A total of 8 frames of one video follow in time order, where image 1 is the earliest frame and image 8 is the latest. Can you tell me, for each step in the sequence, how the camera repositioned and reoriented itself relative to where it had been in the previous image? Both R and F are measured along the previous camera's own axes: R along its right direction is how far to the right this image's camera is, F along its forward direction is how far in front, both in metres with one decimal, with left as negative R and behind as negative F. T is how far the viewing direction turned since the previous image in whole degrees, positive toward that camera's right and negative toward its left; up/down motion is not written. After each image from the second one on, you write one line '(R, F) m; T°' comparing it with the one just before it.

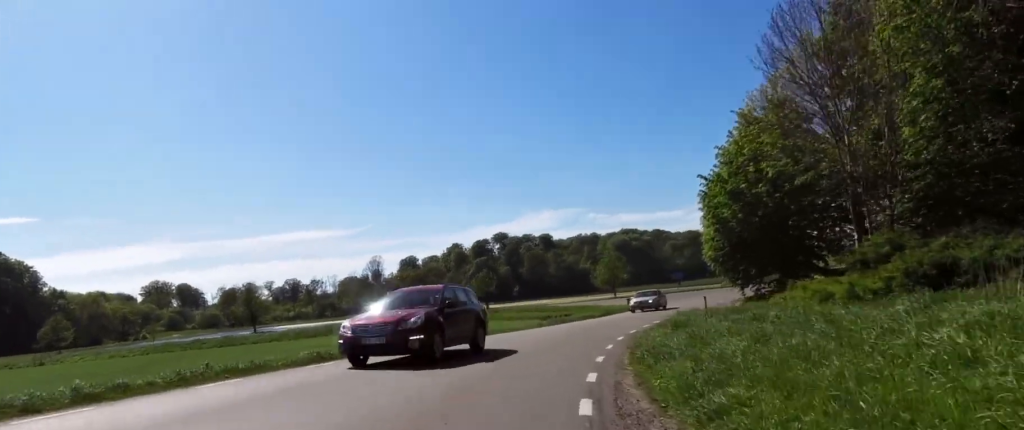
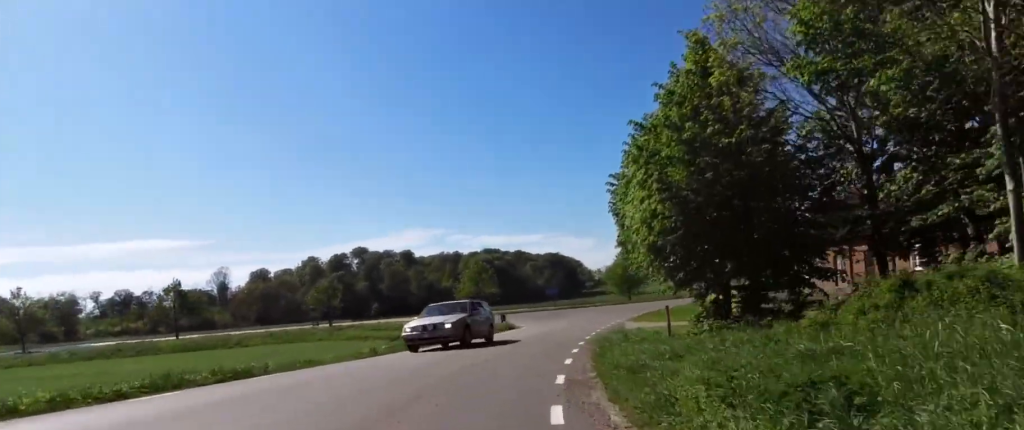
(+0.2, +11.2) m; +10°
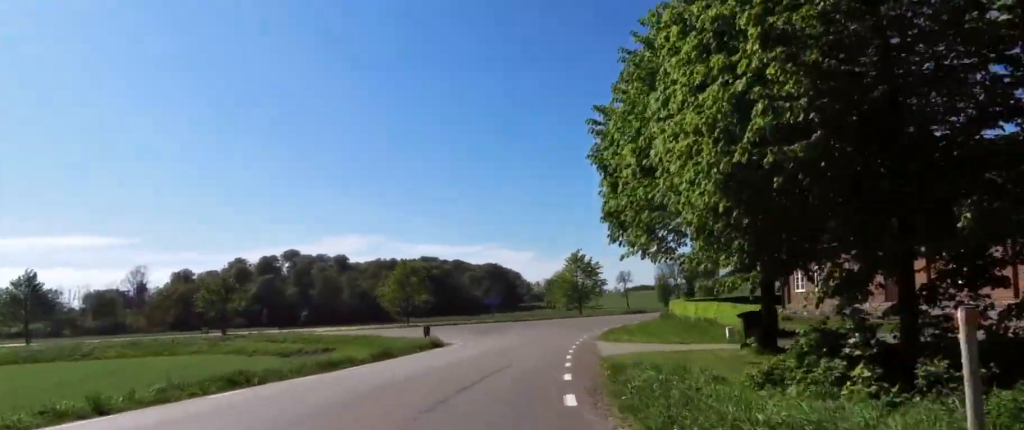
(+1.5, +9.4) m; +13°
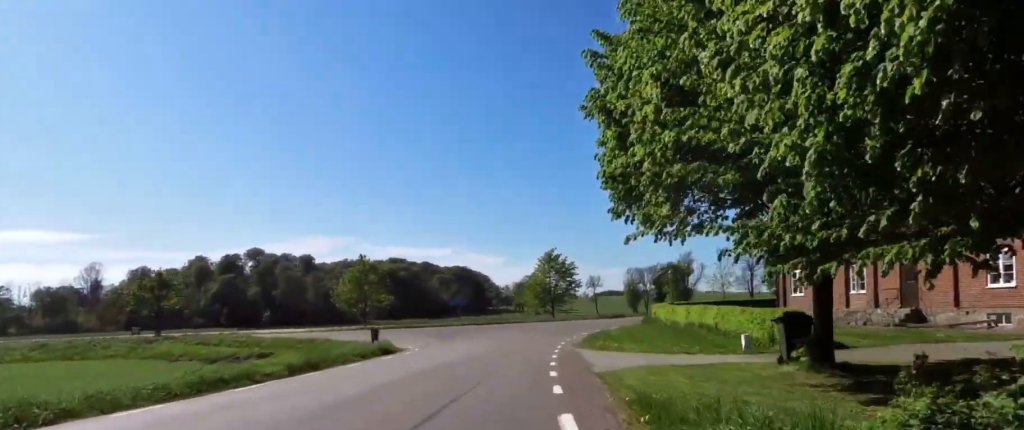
(+0.1, +4.6) m; +4°
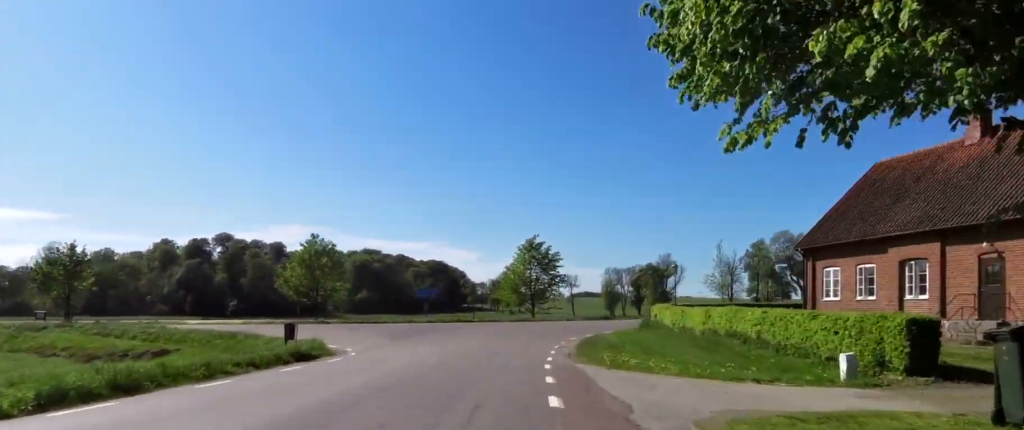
(+0.4, +6.9) m; +2°
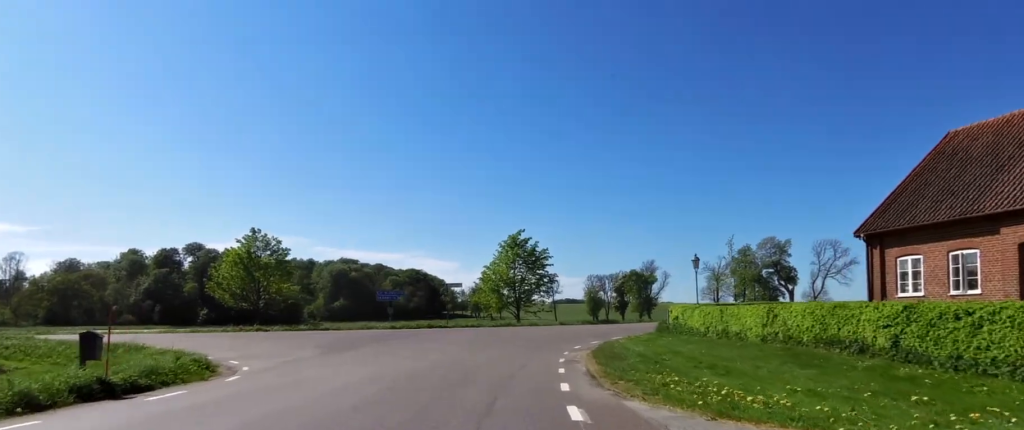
(+0.2, +7.8) m; -4°
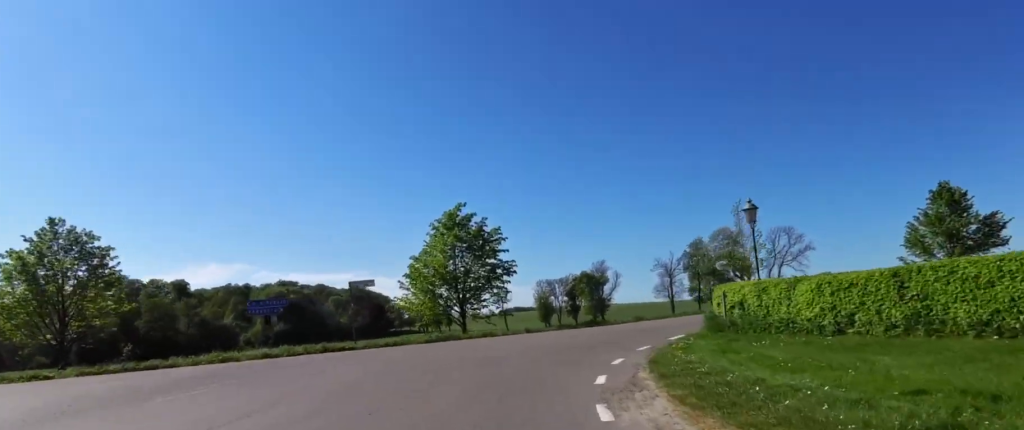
(-1.3, +13.0) m; +1°
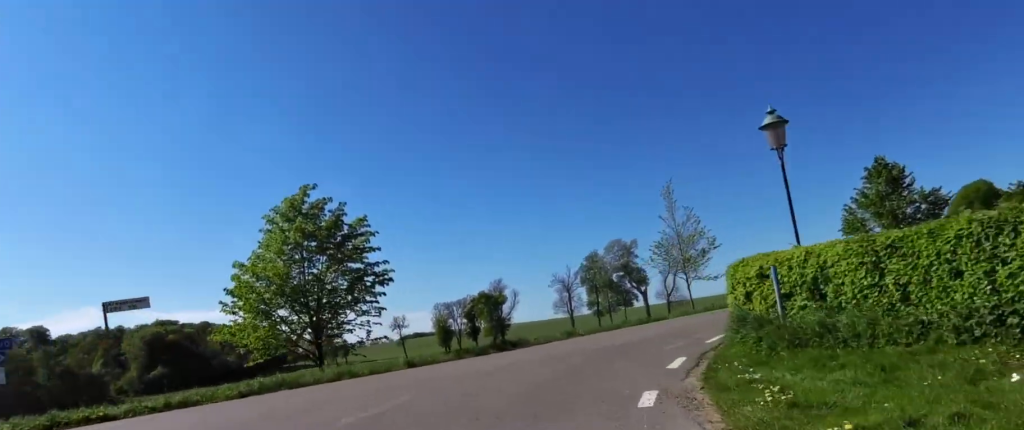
(+1.1, +8.7) m; +13°
